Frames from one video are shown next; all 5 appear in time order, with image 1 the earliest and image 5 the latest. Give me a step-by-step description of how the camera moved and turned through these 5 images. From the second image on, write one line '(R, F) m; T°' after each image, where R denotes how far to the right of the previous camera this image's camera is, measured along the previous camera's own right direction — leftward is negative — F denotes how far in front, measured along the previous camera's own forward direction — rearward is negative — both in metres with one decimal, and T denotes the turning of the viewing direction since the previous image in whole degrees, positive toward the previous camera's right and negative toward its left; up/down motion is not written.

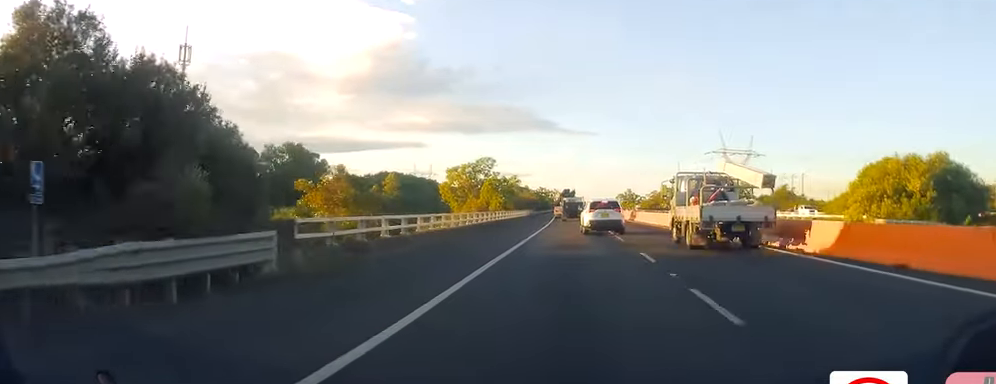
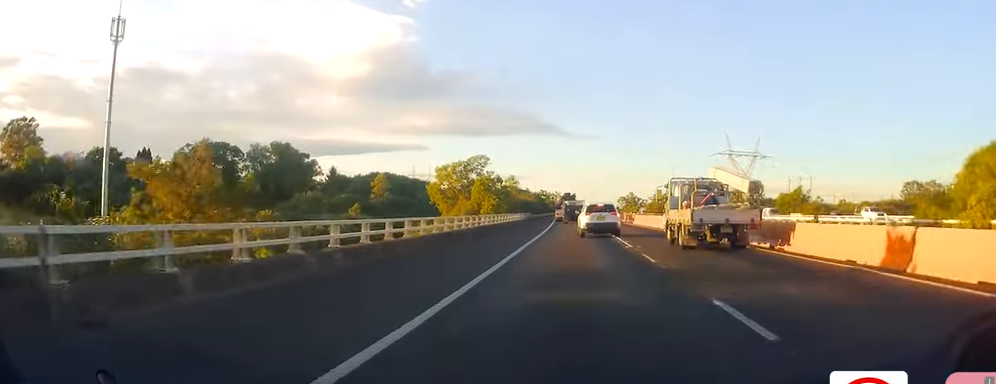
(-0.1, +9.9) m; 0°
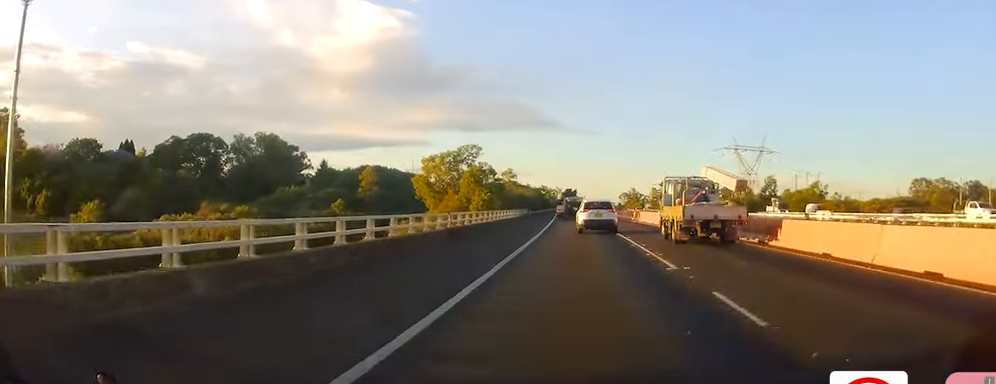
(0.0, +9.9) m; 0°
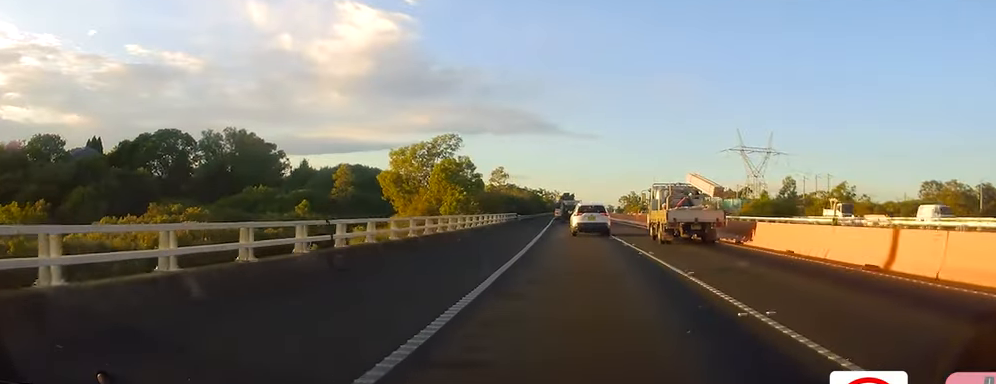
(+0.1, +15.2) m; 0°
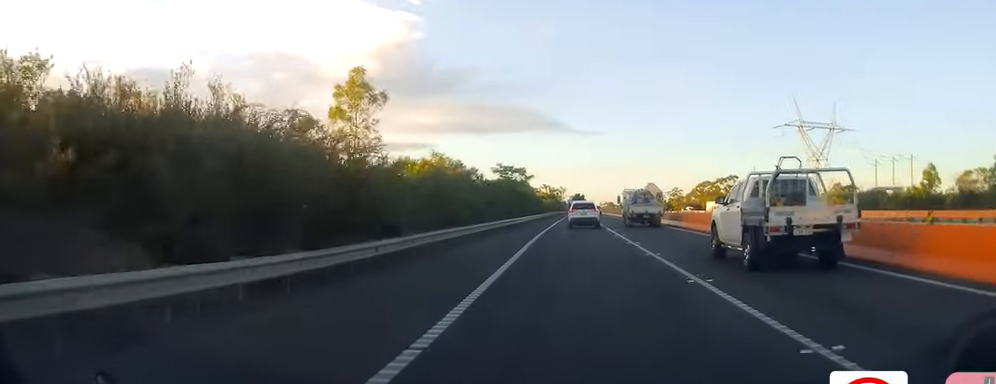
(-1.4, +78.5) m; -2°
